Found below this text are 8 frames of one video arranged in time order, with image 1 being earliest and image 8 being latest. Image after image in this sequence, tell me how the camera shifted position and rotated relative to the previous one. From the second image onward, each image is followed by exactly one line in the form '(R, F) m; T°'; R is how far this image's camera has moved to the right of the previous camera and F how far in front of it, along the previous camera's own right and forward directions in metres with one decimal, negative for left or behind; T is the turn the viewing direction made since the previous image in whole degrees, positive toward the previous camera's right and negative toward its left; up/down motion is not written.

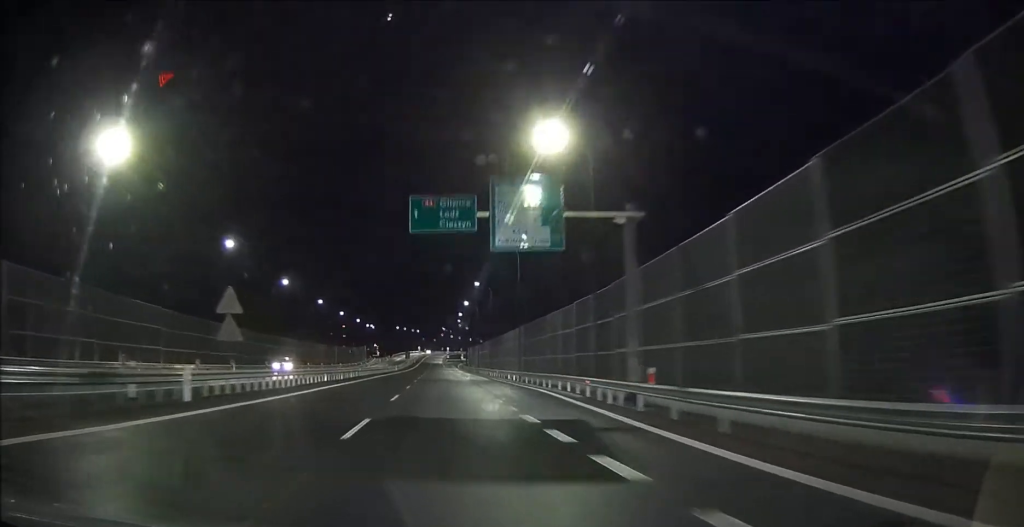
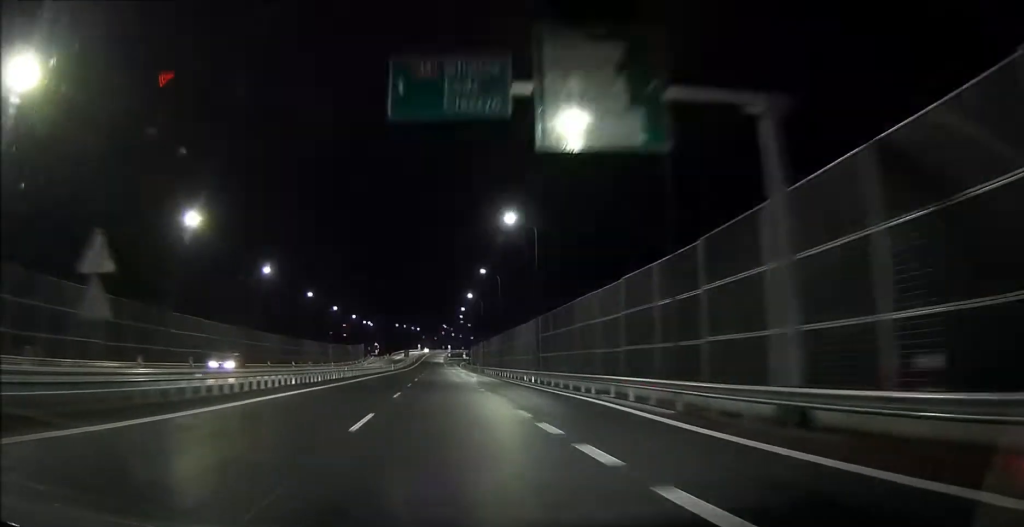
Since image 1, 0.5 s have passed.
(0.0, +10.9) m; 0°
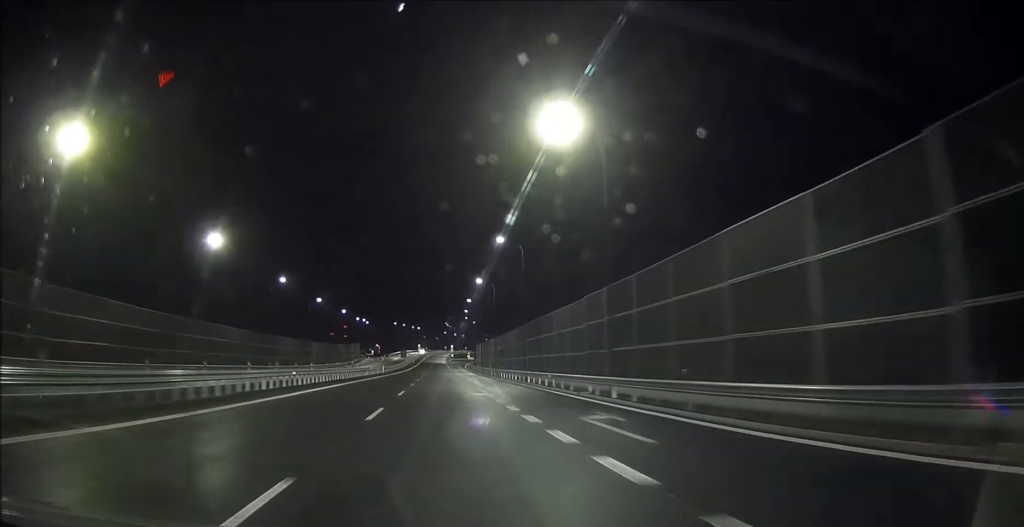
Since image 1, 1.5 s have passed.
(-0.1, +21.3) m; 0°
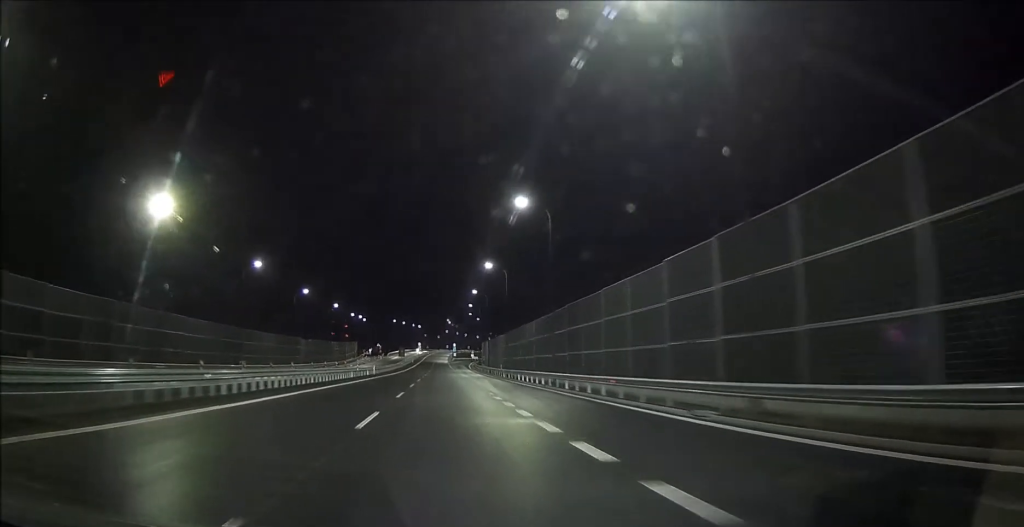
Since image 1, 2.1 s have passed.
(0.0, +14.1) m; 0°
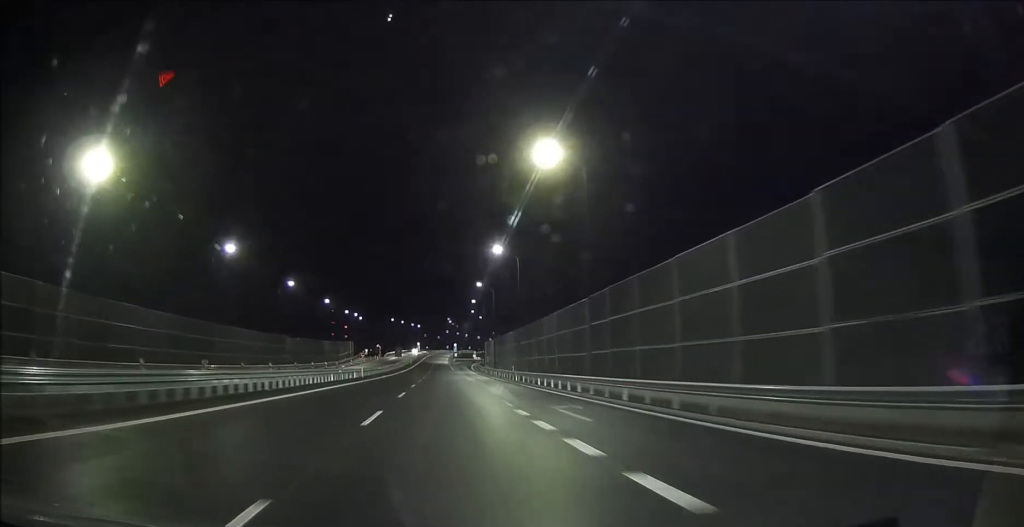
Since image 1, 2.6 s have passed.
(0.0, +11.2) m; 0°
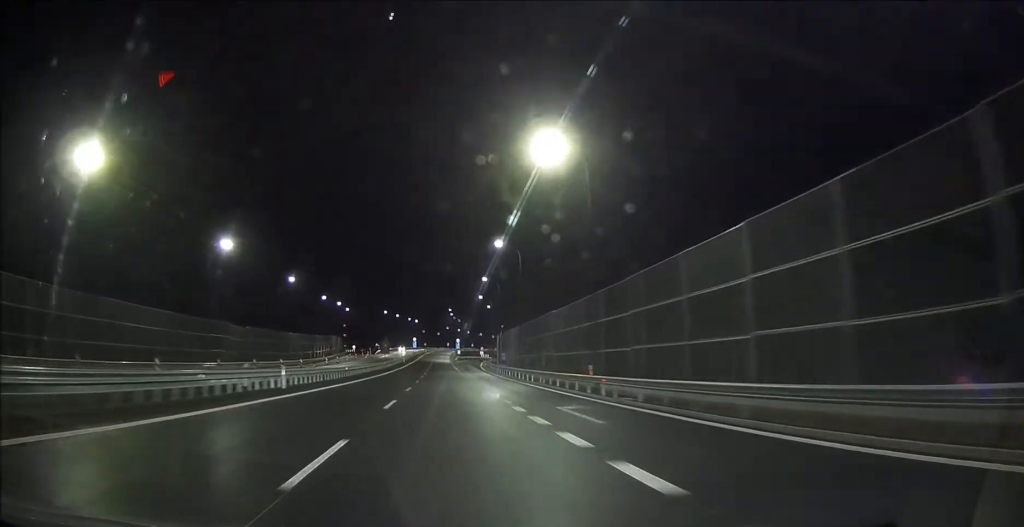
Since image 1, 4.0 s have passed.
(+0.1, +30.9) m; 0°
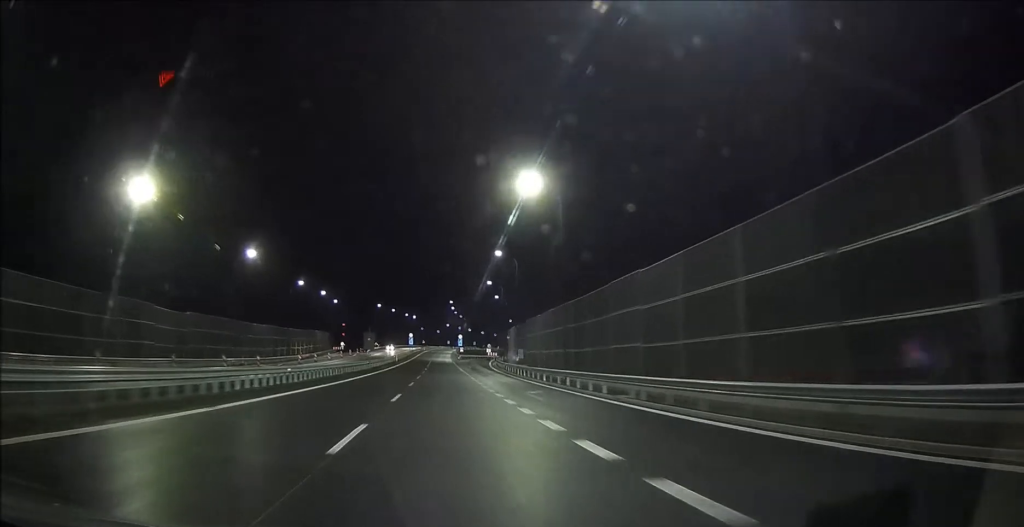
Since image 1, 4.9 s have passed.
(0.0, +21.3) m; 0°
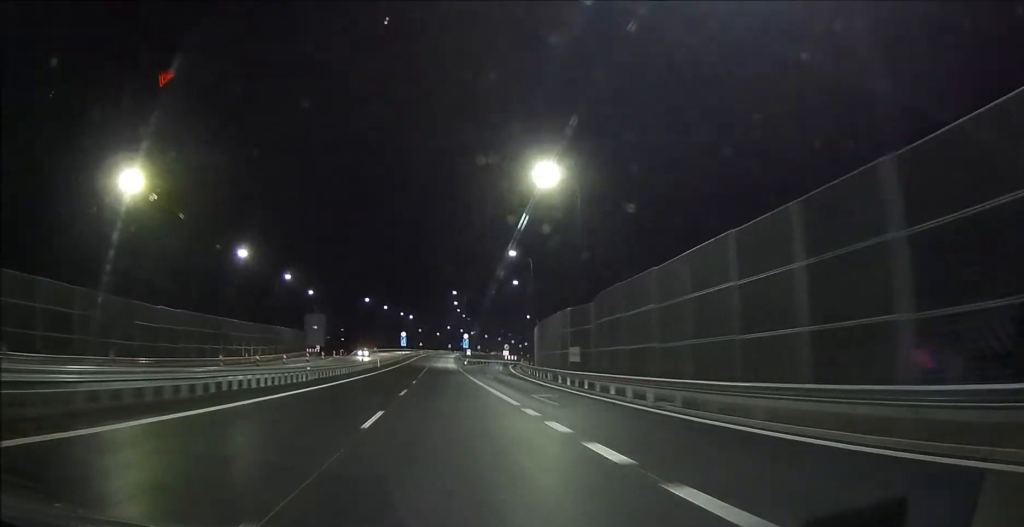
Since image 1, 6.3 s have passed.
(0.0, +32.4) m; 0°
